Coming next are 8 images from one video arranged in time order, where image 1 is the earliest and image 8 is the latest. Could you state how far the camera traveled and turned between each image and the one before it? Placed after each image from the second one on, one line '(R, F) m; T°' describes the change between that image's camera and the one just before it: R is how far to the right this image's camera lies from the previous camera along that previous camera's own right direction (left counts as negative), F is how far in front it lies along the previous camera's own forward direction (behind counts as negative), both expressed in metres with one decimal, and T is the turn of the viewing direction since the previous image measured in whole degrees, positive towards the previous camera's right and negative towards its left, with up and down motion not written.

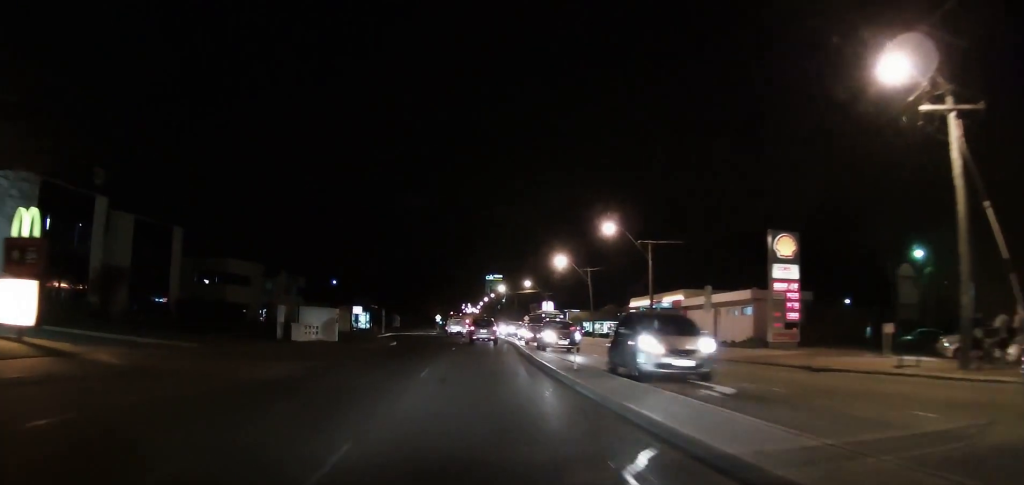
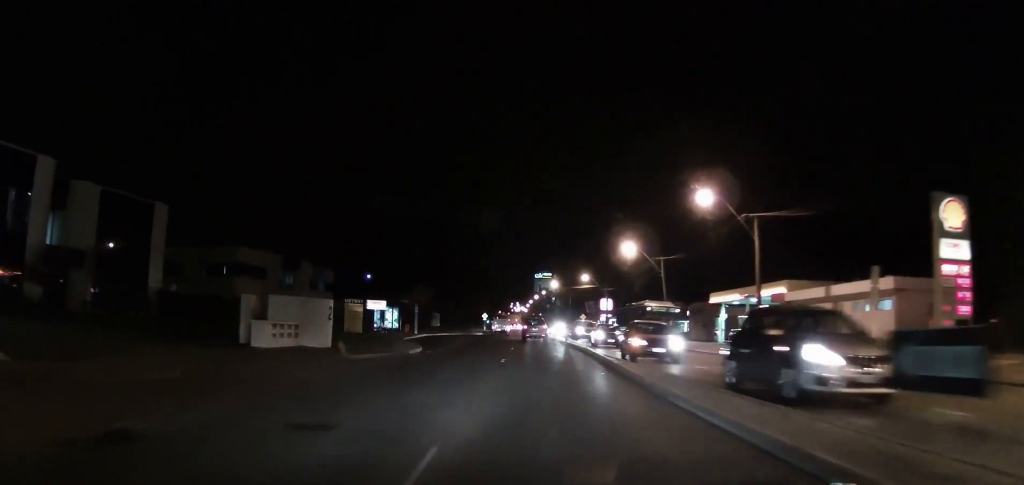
(-0.1, +12.0) m; +1°
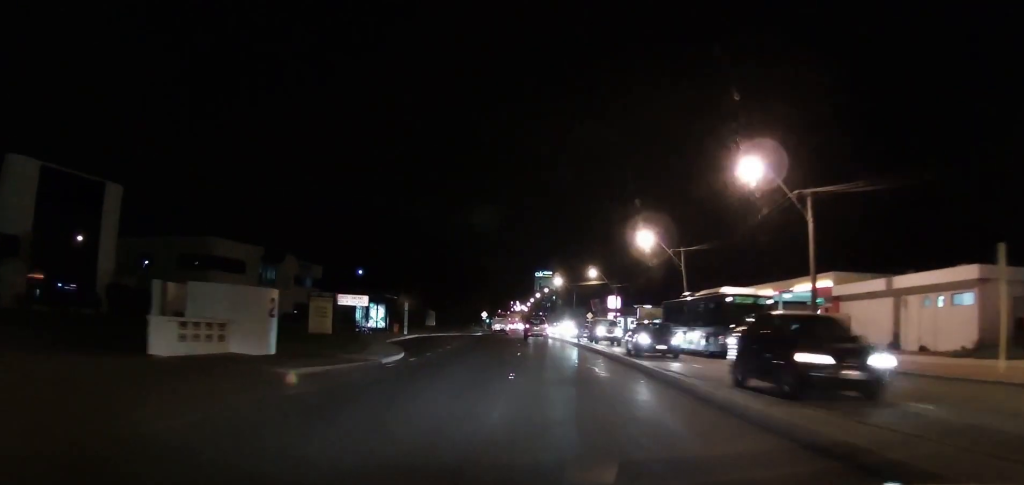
(+0.2, +6.9) m; 0°
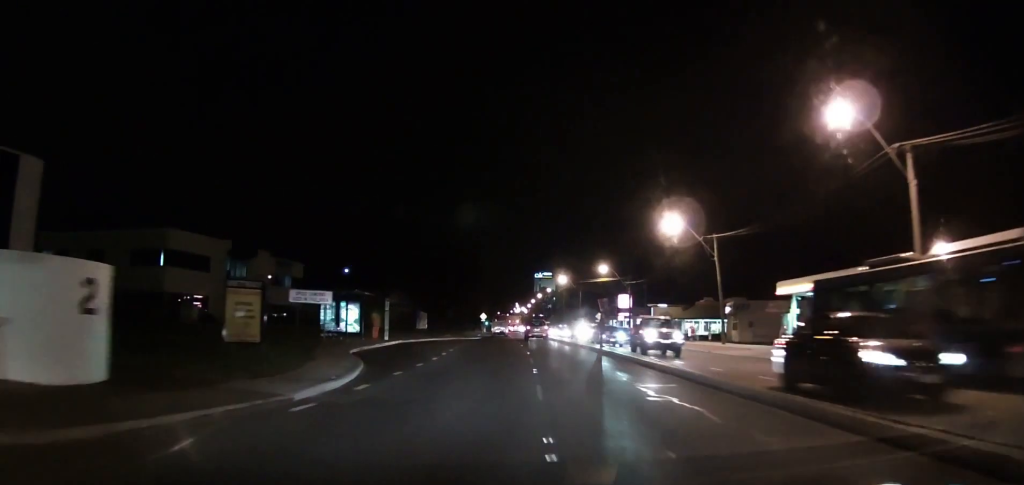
(-0.3, +8.8) m; 0°
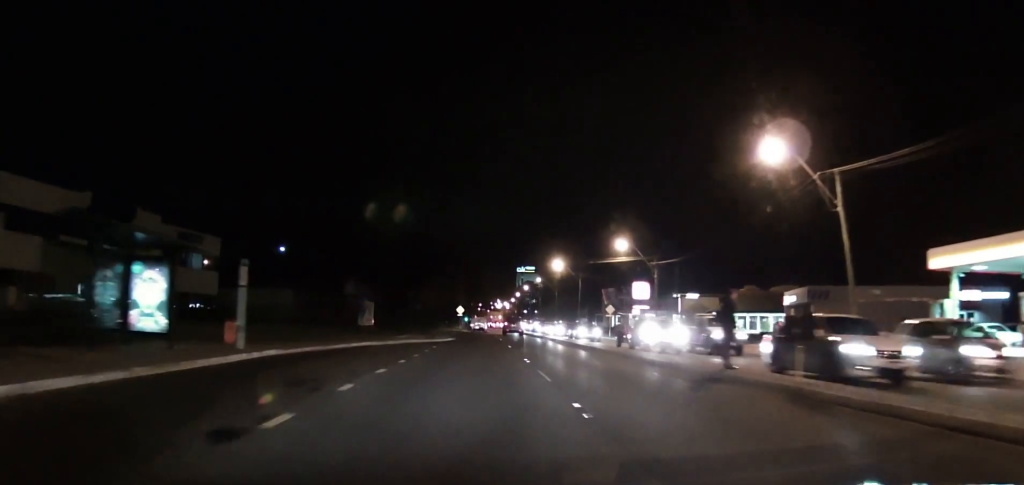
(-0.4, +20.9) m; -1°
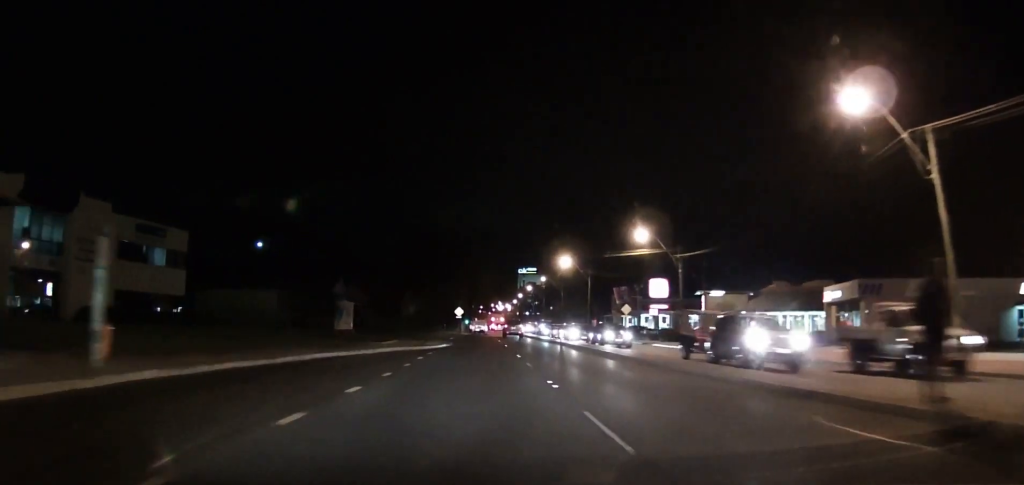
(+0.4, +7.4) m; +2°
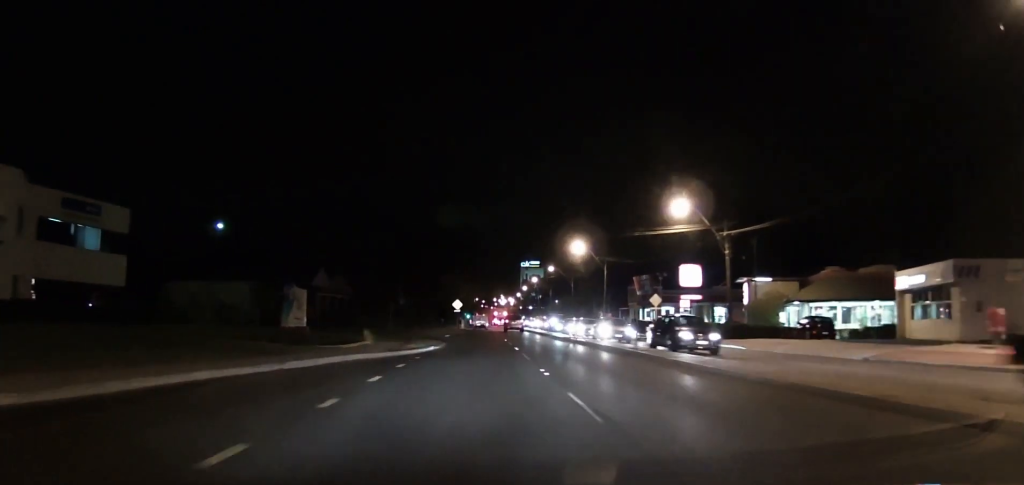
(+0.2, +10.2) m; +1°
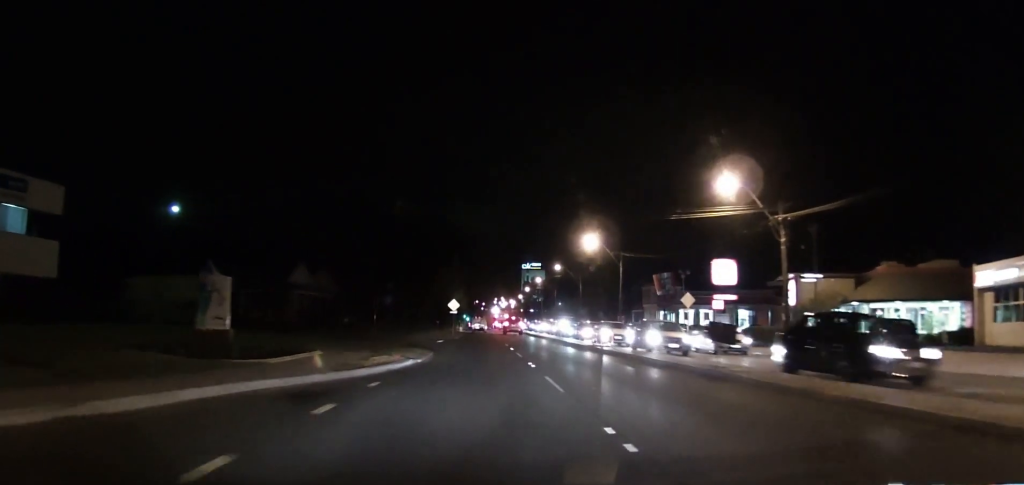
(0.0, +8.5) m; -1°
